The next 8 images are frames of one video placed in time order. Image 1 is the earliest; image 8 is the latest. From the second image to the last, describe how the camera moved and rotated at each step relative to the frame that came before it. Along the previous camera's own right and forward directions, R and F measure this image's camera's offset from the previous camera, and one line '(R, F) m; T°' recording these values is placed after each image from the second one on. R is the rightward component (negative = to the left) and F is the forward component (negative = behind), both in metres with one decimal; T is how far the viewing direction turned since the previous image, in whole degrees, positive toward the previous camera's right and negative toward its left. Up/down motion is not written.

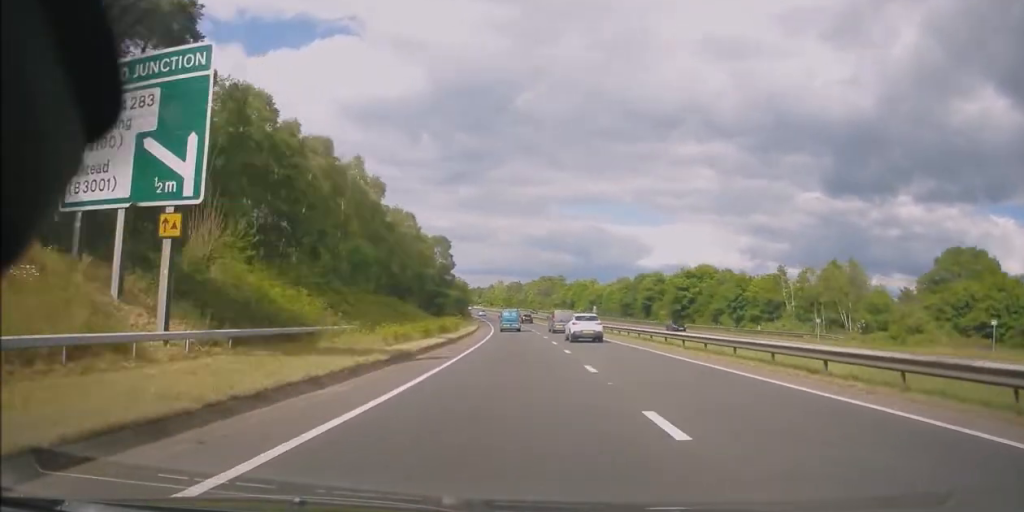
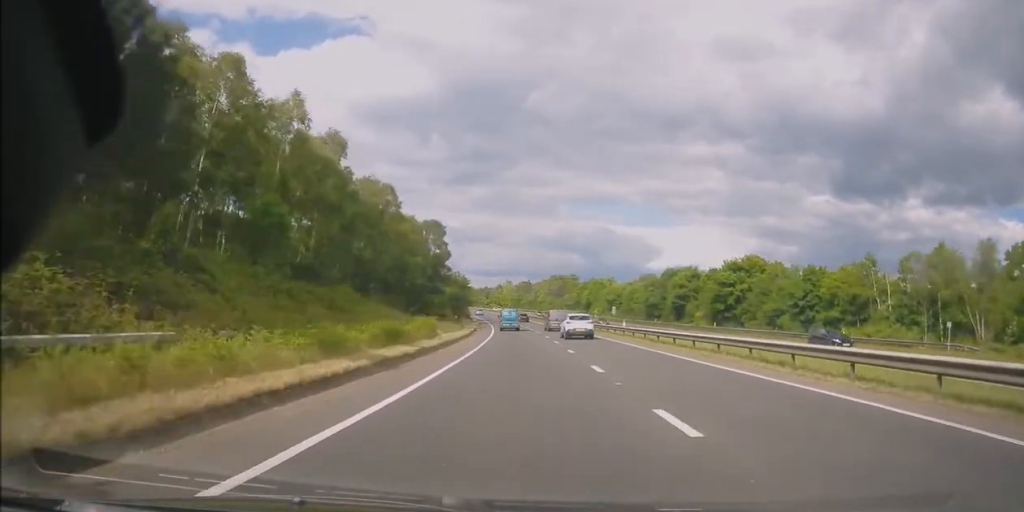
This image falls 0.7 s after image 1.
(-0.2, +16.9) m; -1°
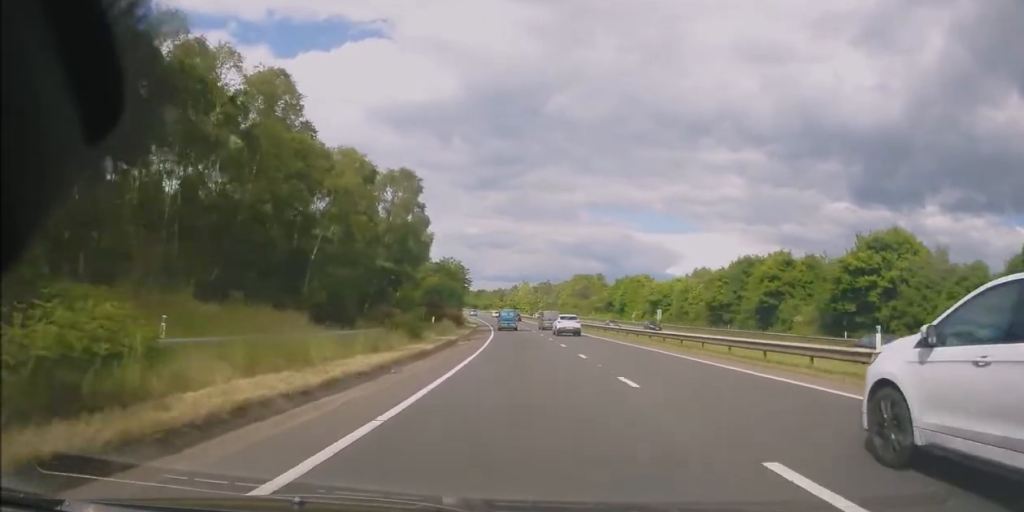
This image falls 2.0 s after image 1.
(0.0, +29.1) m; -1°
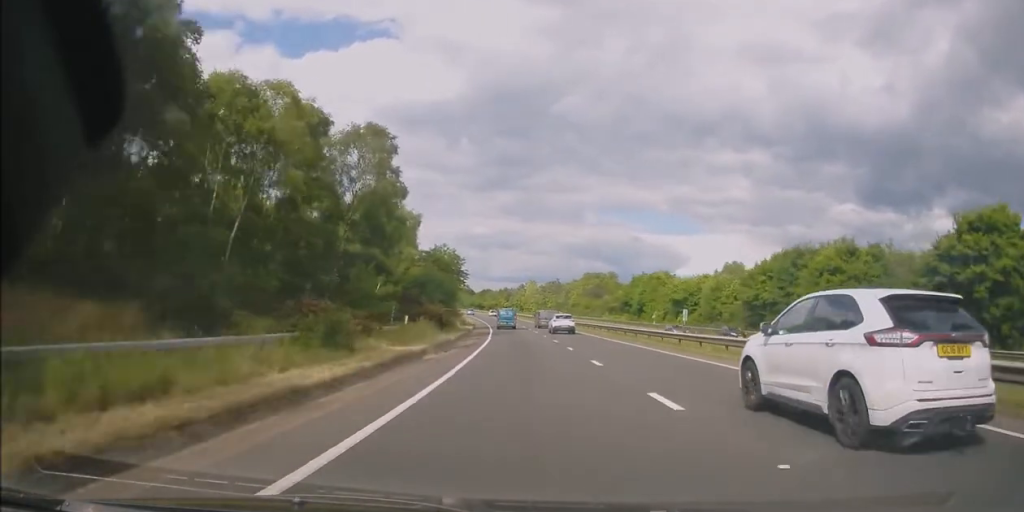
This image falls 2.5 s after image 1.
(-0.1, +12.3) m; -1°
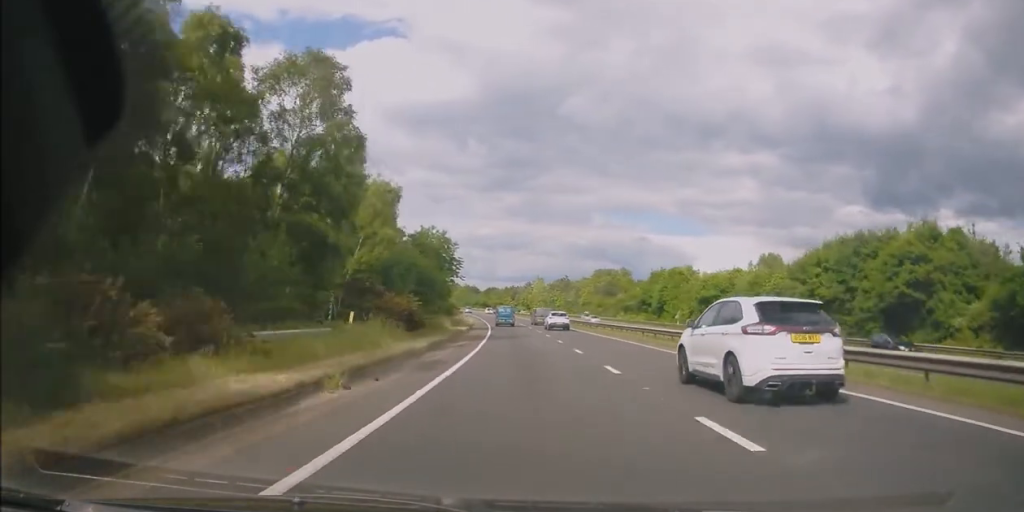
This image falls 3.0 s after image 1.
(-0.1, +11.5) m; -1°
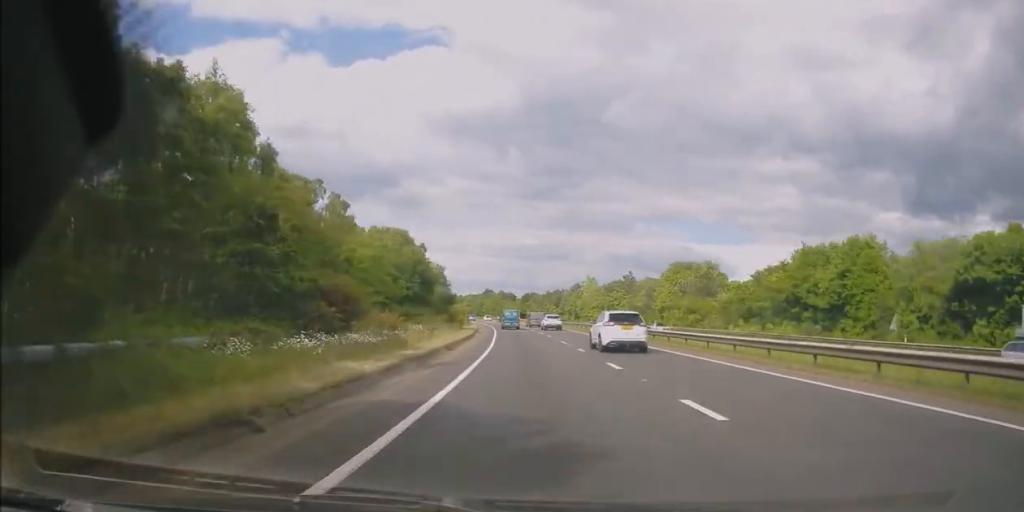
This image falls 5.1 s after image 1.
(-0.8, +48.1) m; -3°
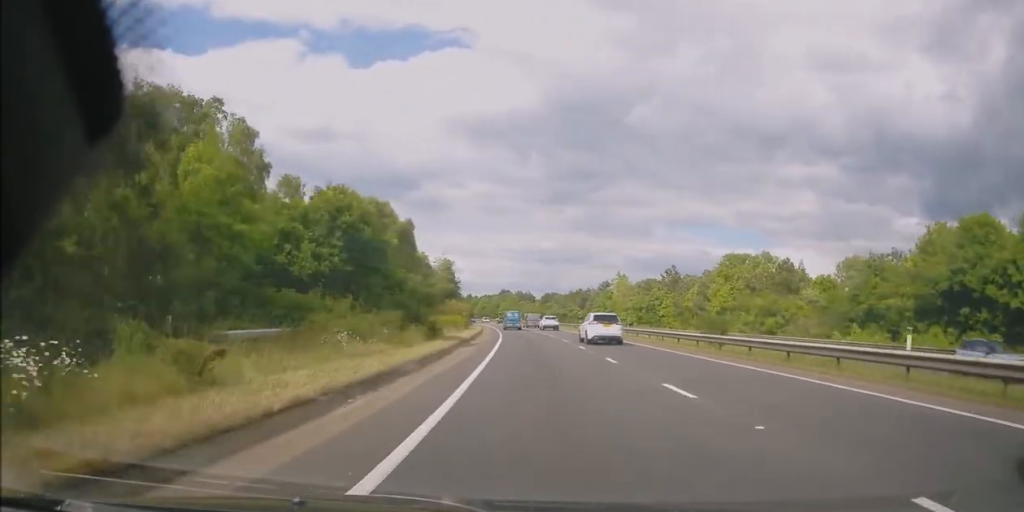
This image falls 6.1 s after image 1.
(-0.7, +22.8) m; -3°
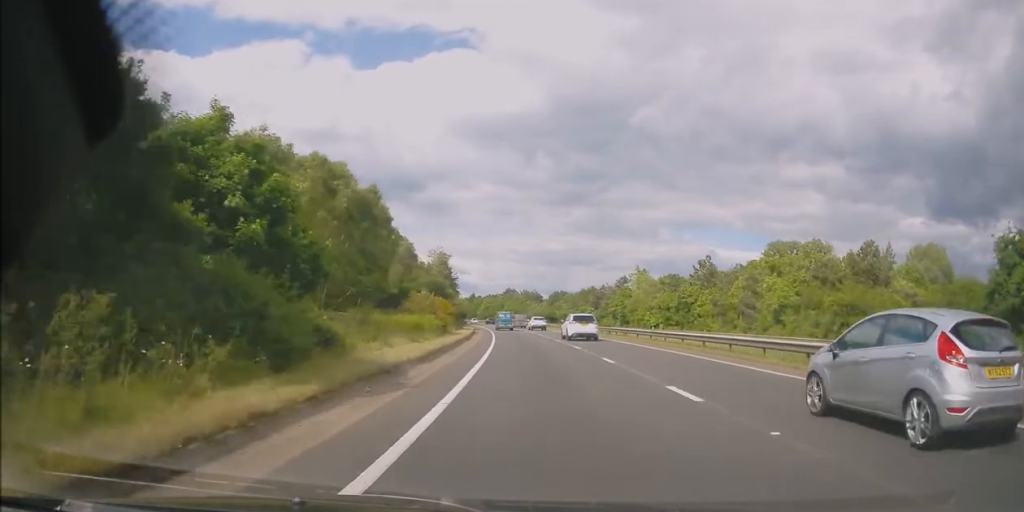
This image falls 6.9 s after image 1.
(-0.1, +17.5) m; -1°
